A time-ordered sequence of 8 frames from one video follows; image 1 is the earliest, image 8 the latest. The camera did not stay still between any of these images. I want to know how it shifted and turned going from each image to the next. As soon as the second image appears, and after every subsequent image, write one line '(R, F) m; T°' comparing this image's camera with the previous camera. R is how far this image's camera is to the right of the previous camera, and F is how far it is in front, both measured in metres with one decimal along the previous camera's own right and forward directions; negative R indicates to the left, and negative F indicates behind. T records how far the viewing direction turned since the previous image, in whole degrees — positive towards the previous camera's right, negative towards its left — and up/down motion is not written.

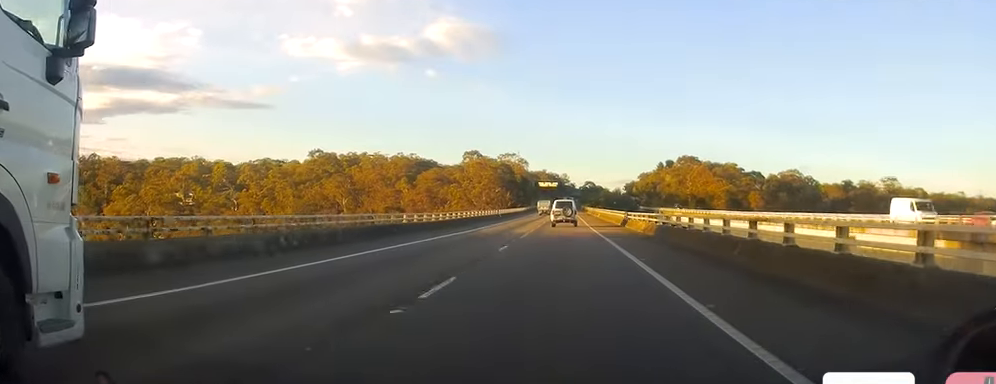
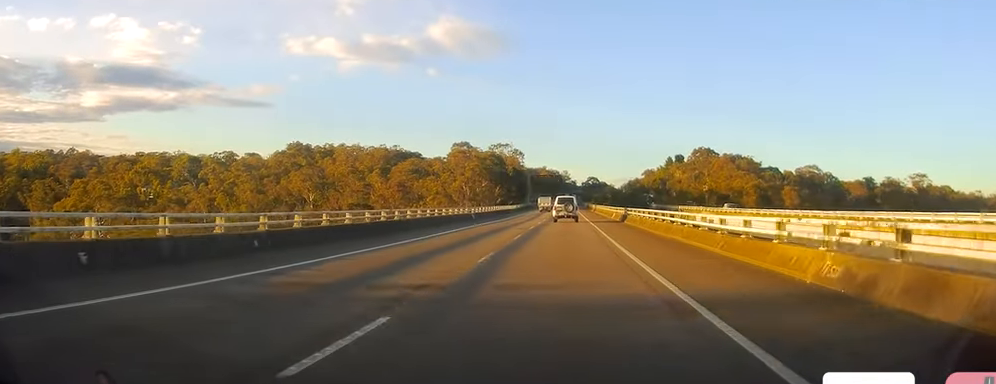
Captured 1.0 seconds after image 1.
(+1.0, +29.4) m; 0°
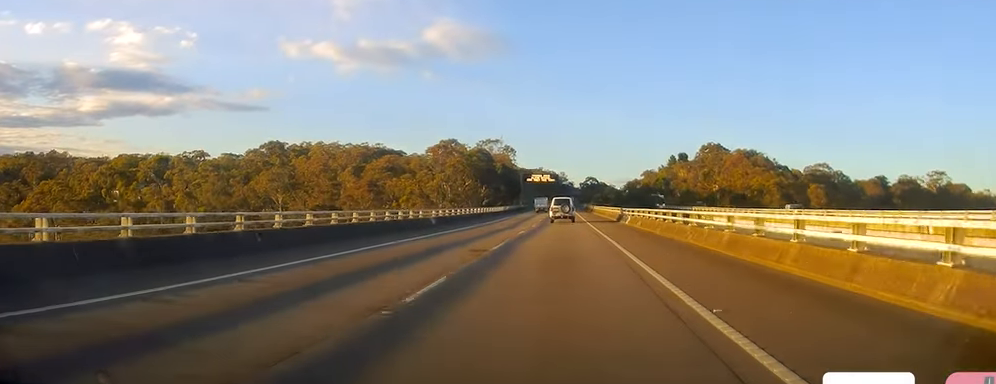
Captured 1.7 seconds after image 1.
(-0.7, +19.5) m; -1°
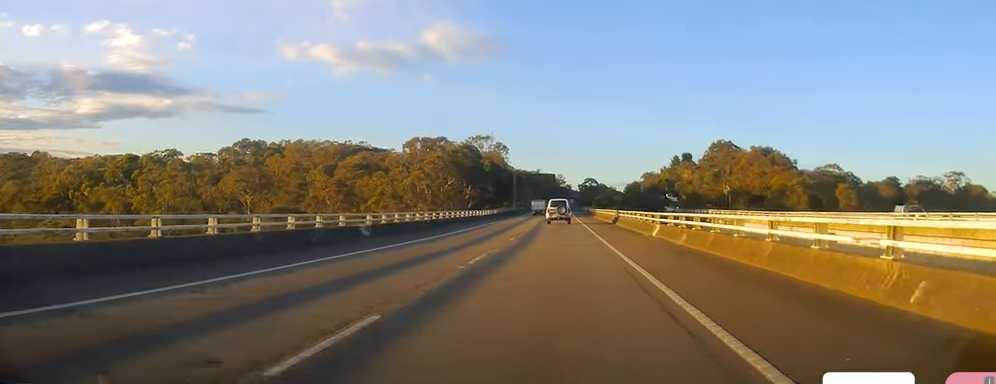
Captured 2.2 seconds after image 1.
(-0.2, +16.6) m; -1°
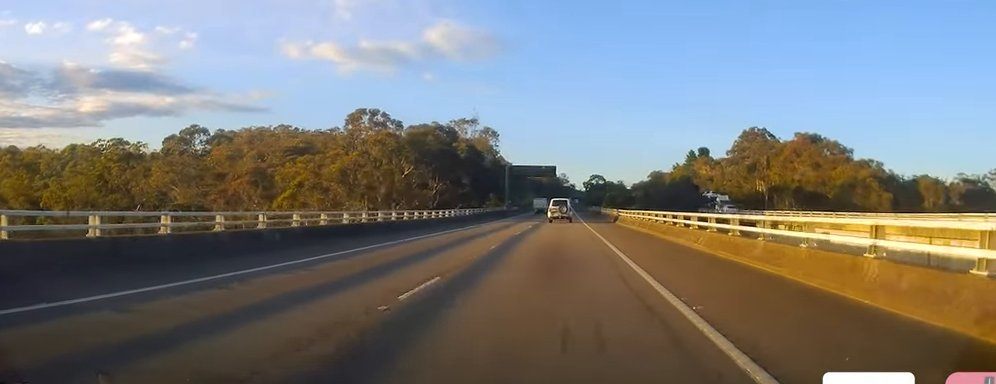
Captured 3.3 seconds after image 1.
(0.0, +31.0) m; -1°
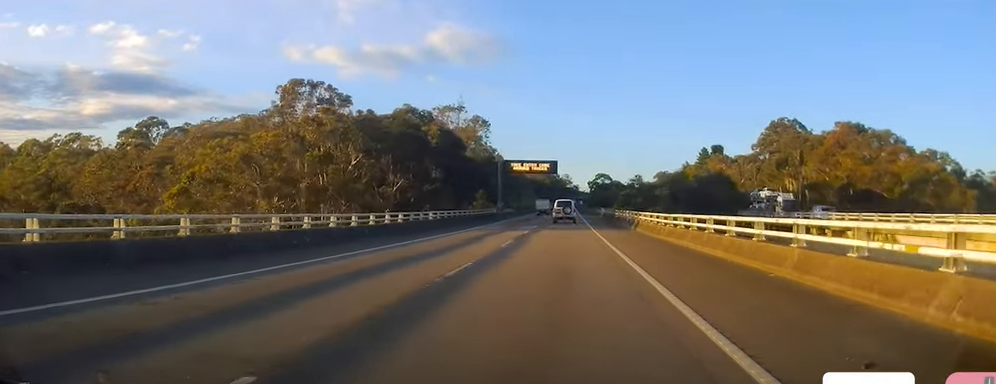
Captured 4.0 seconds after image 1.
(-0.4, +20.3) m; 0°
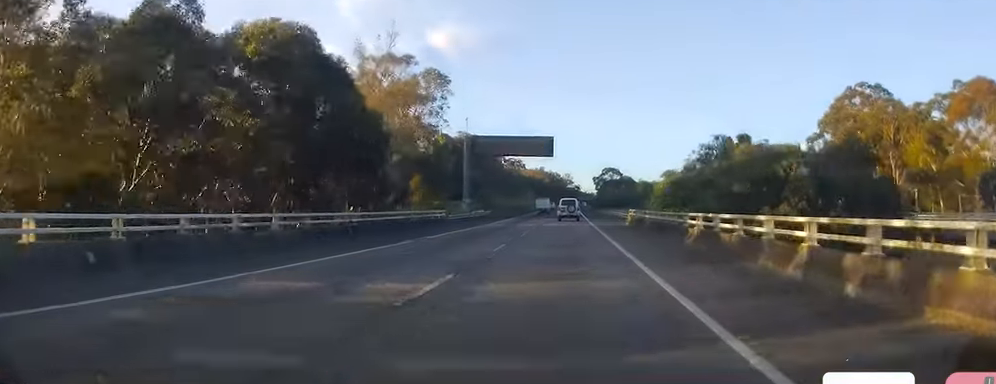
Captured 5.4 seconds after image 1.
(+1.0, +39.4) m; +1°
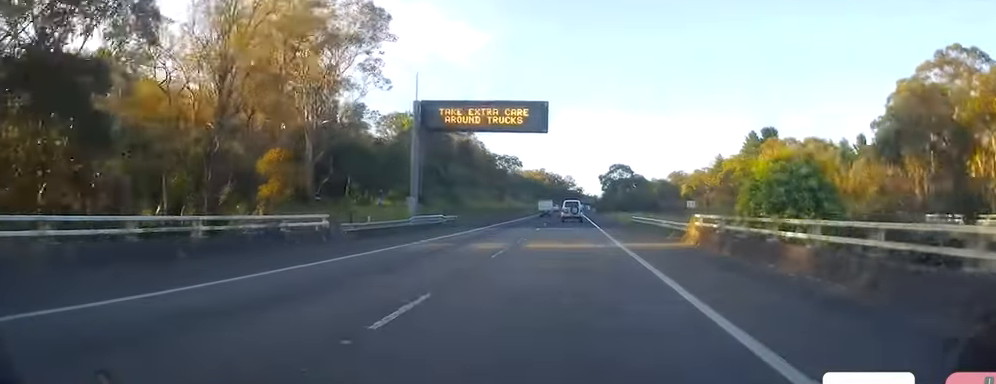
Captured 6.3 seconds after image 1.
(-0.1, +26.9) m; 0°
